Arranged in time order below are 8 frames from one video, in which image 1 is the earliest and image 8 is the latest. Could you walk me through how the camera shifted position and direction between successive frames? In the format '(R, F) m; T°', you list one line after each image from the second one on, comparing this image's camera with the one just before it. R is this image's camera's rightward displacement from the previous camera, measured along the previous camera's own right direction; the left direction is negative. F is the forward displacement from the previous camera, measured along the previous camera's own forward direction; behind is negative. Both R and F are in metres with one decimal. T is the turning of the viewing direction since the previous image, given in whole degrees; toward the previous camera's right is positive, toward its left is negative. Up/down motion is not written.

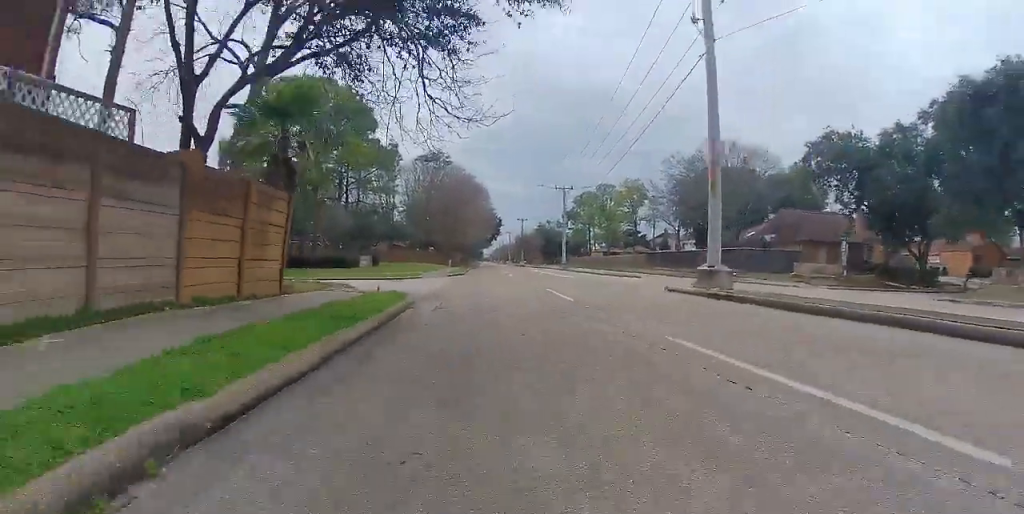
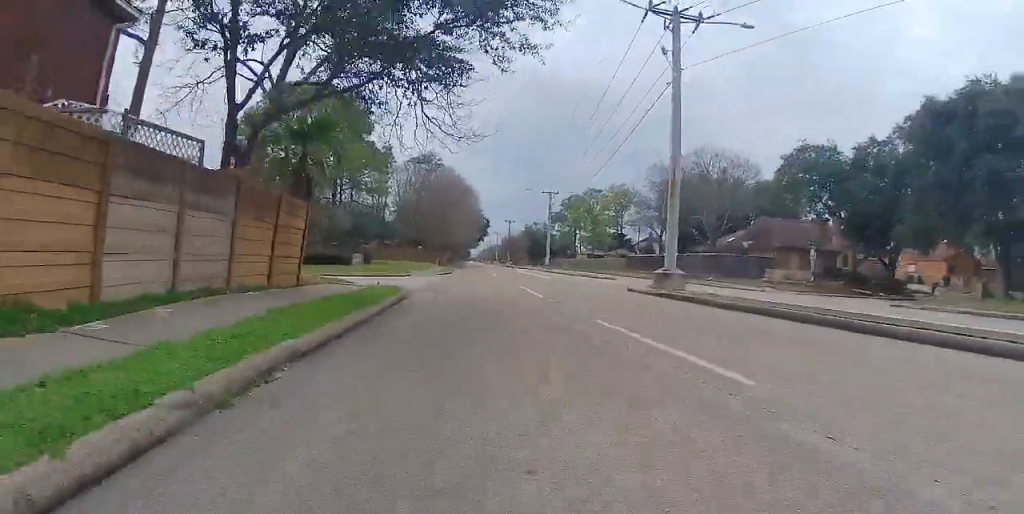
(0.0, +2.2) m; 0°
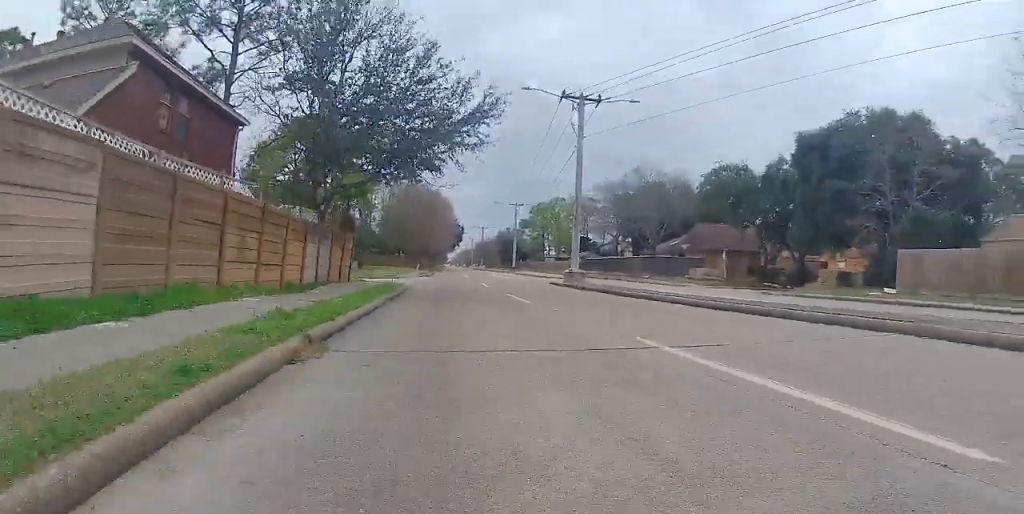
(+0.2, +9.9) m; +3°
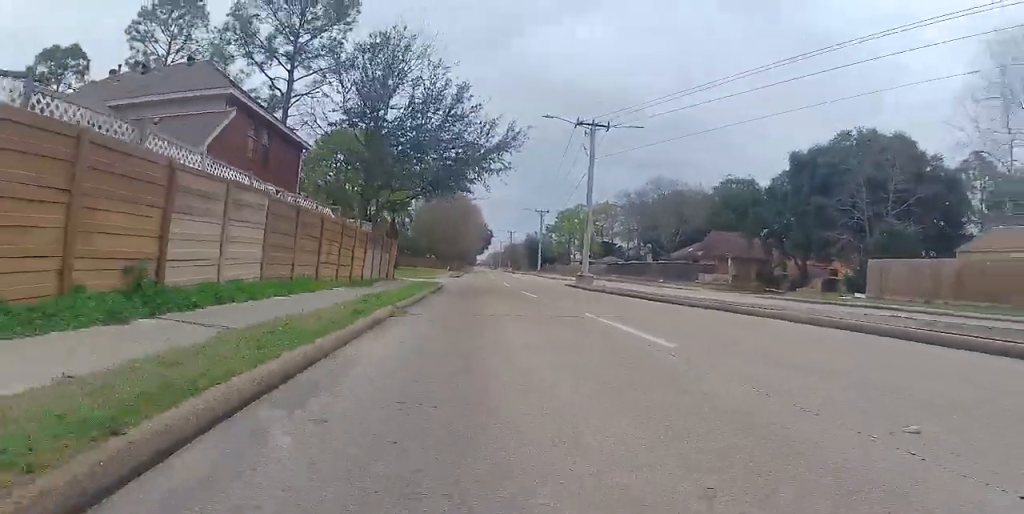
(+0.1, +4.2) m; 0°
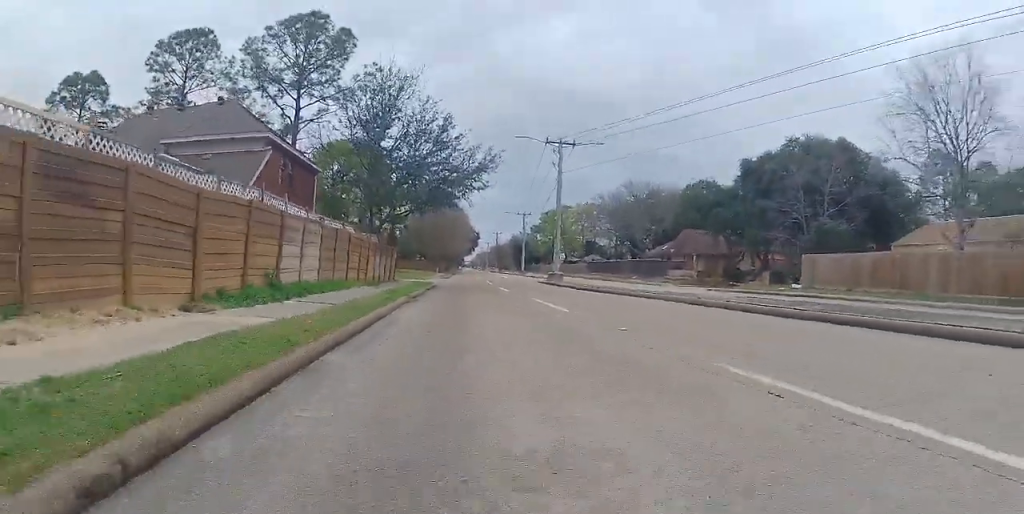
(-0.1, +4.7) m; -3°
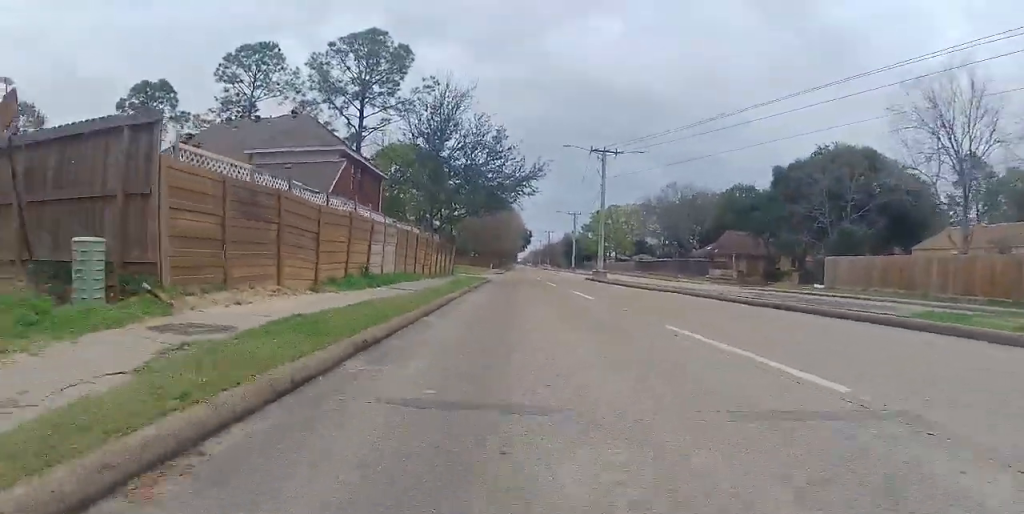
(0.0, +2.9) m; -1°
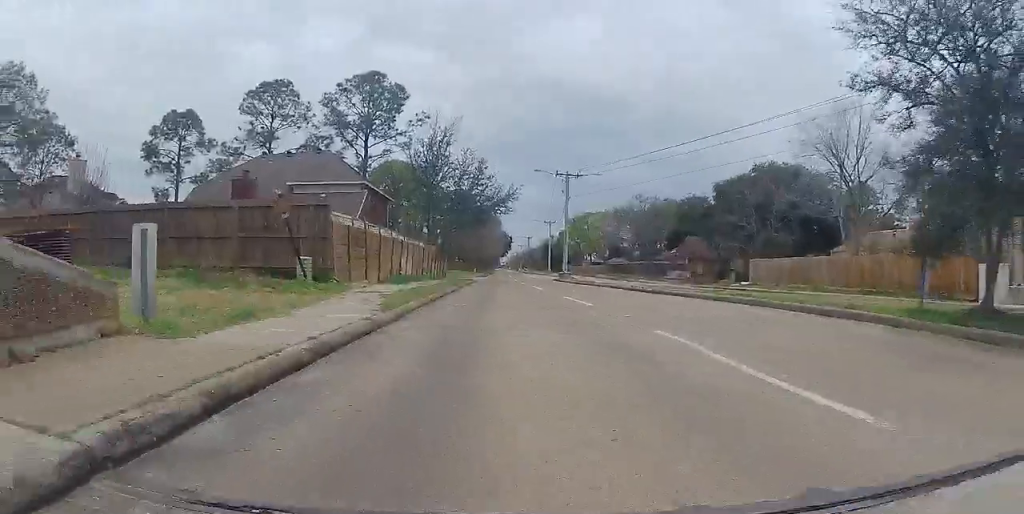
(0.0, +8.5) m; -1°
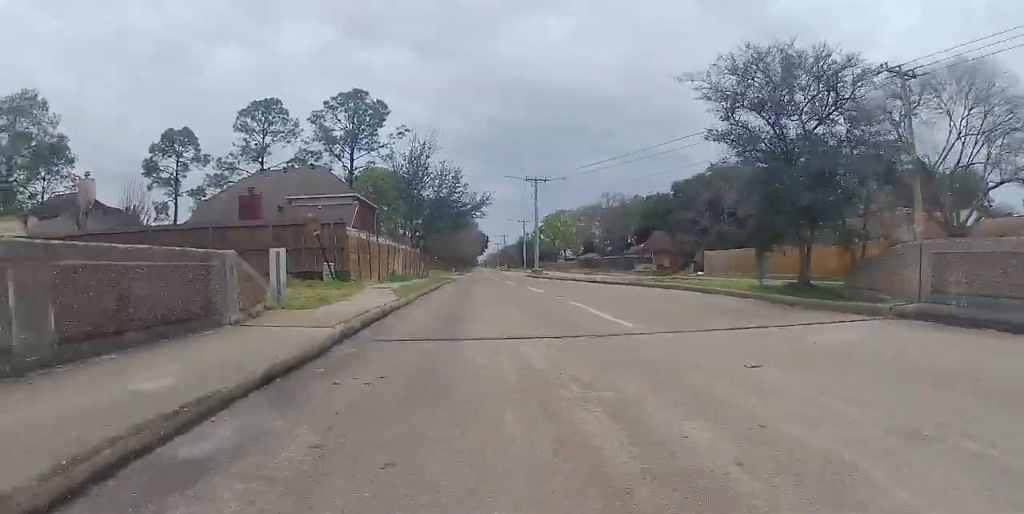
(0.0, +4.9) m; -1°
